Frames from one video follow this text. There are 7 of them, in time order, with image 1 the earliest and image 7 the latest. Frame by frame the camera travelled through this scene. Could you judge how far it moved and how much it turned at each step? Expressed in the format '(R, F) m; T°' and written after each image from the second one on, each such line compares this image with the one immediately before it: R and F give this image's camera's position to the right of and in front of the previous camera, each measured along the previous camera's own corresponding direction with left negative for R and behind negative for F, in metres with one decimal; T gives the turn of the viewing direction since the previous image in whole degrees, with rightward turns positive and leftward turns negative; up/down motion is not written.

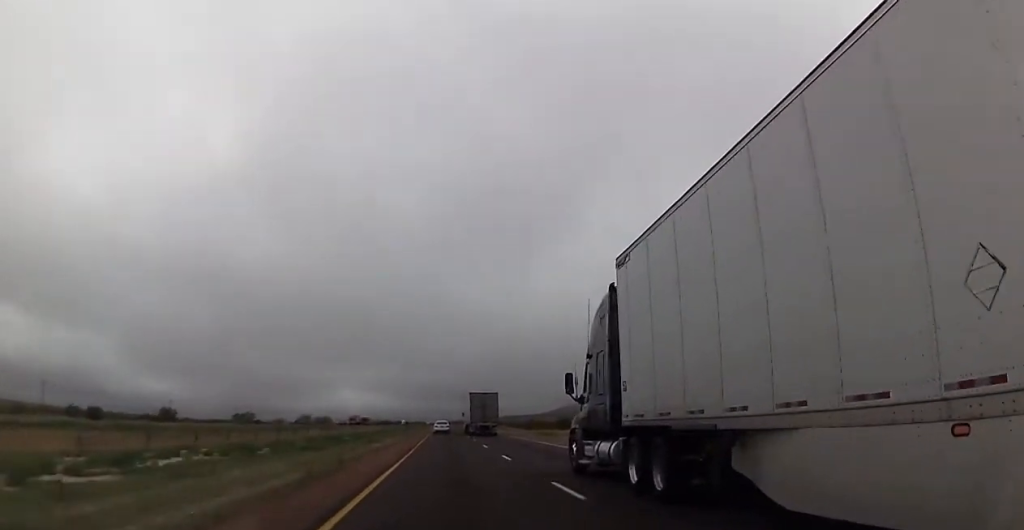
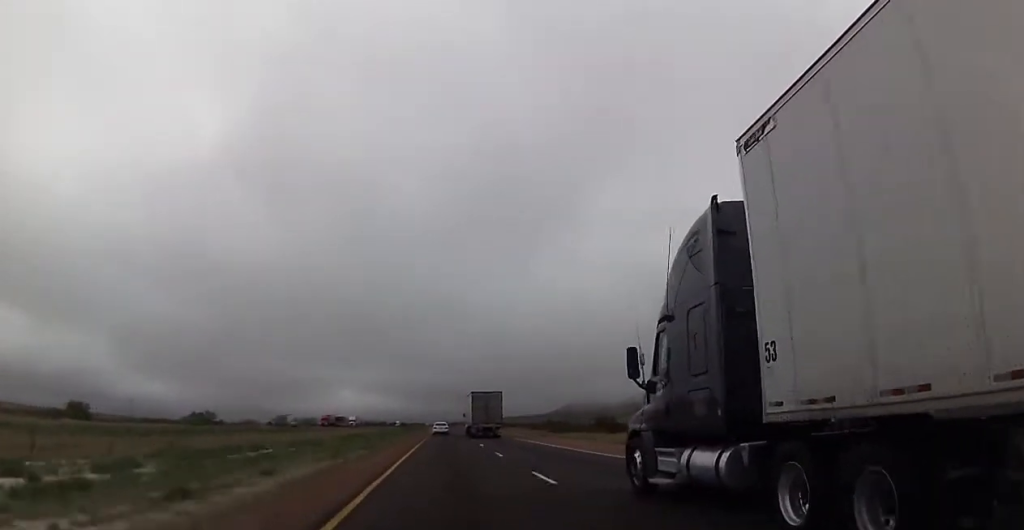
(-0.1, +33.5) m; 0°
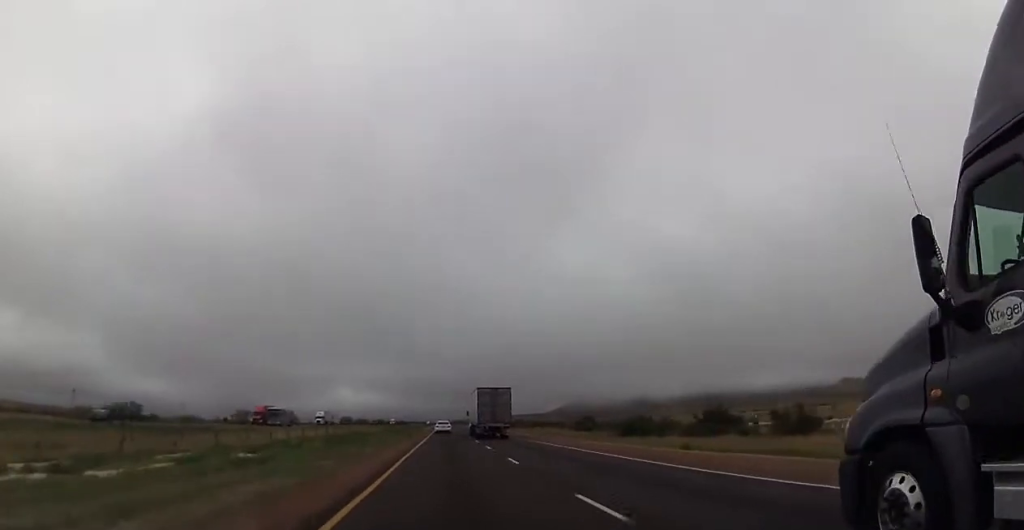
(+0.1, +41.7) m; 0°
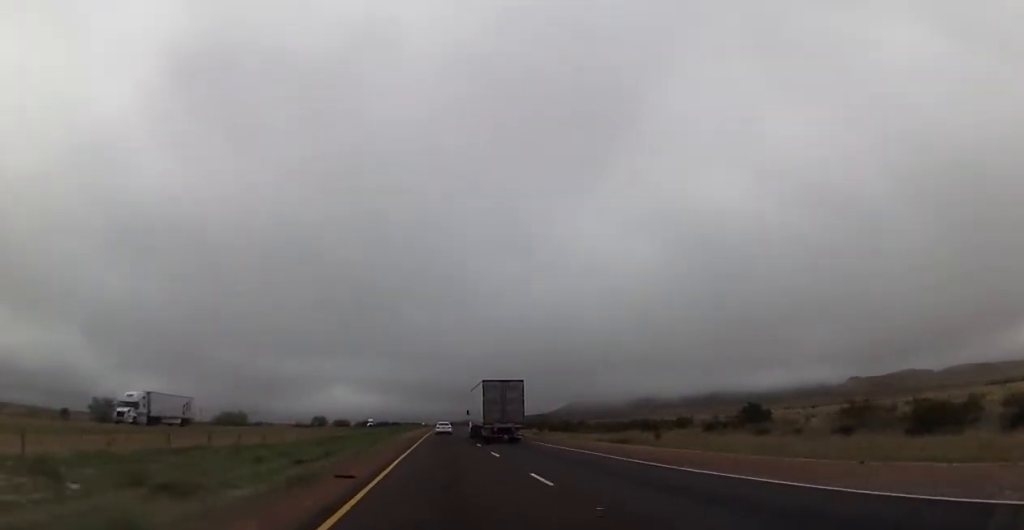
(0.0, +67.9) m; 0°
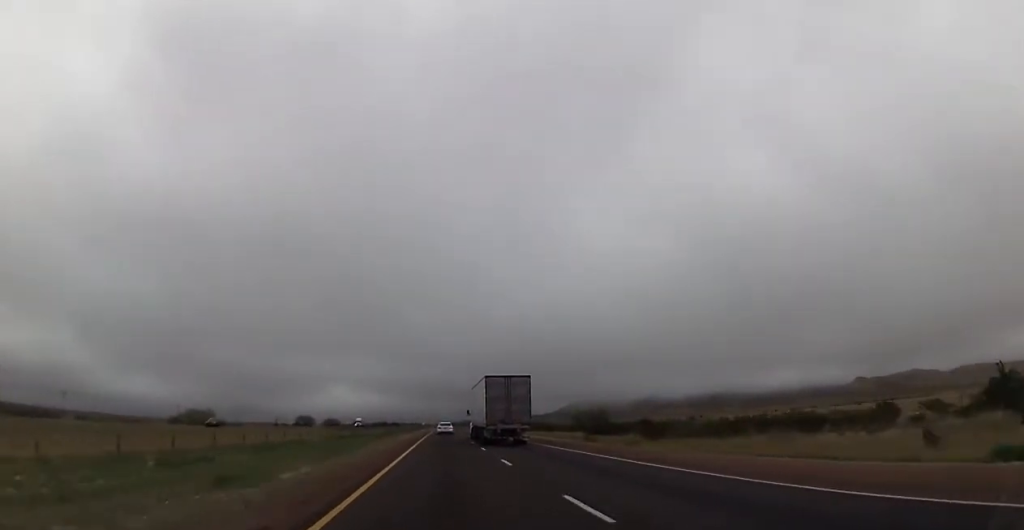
(0.0, +29.3) m; 0°
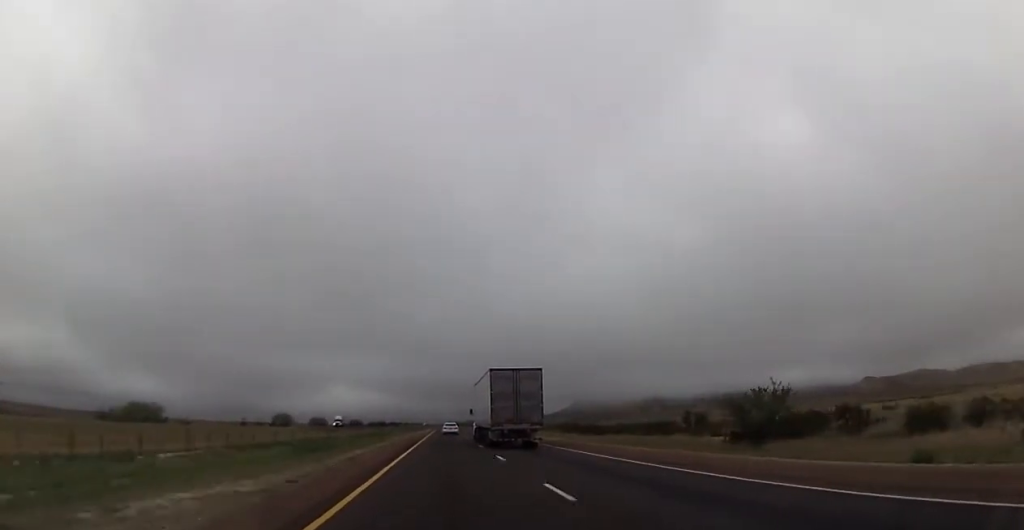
(+0.1, +34.2) m; 0°
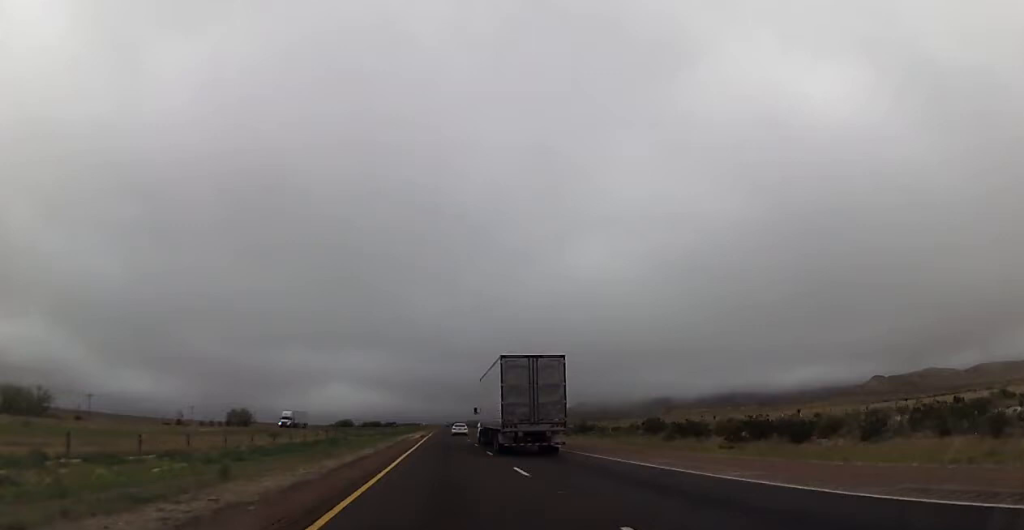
(0.0, +42.5) m; 0°
